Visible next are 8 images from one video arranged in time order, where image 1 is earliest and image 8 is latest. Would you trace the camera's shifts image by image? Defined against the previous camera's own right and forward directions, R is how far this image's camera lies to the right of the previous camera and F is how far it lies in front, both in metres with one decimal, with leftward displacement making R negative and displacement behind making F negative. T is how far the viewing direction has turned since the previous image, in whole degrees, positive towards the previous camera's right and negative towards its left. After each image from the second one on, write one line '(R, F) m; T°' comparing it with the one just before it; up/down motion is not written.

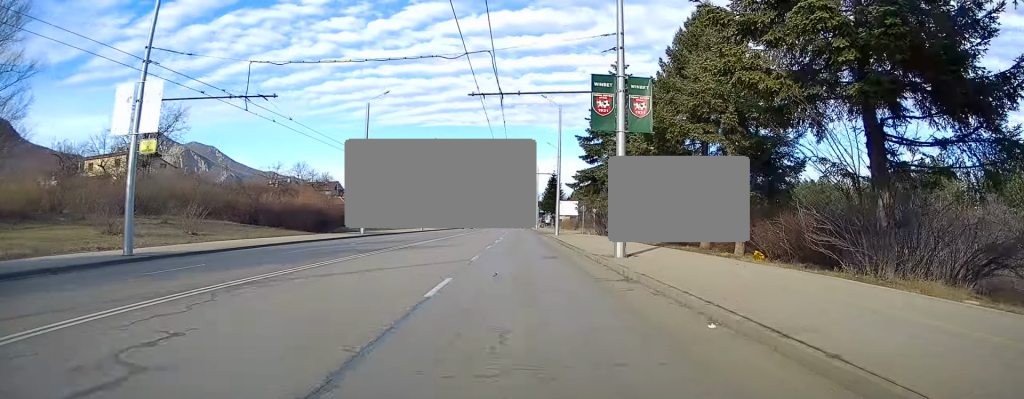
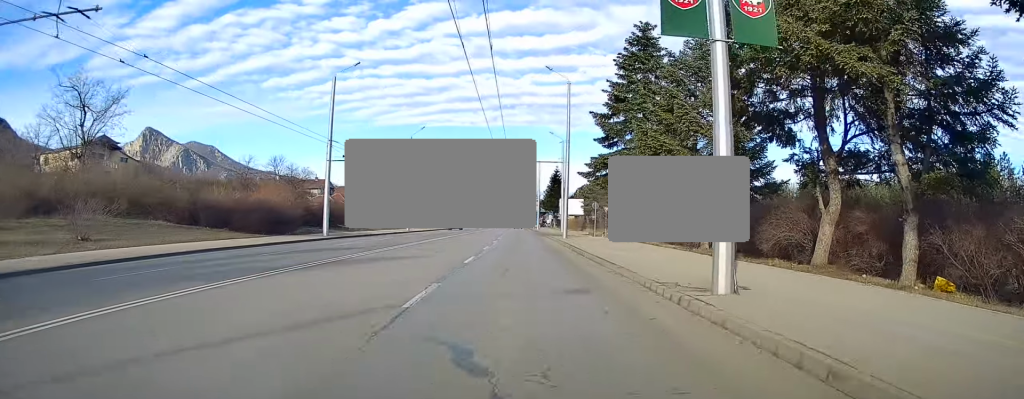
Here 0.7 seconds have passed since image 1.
(+0.2, +10.3) m; 0°
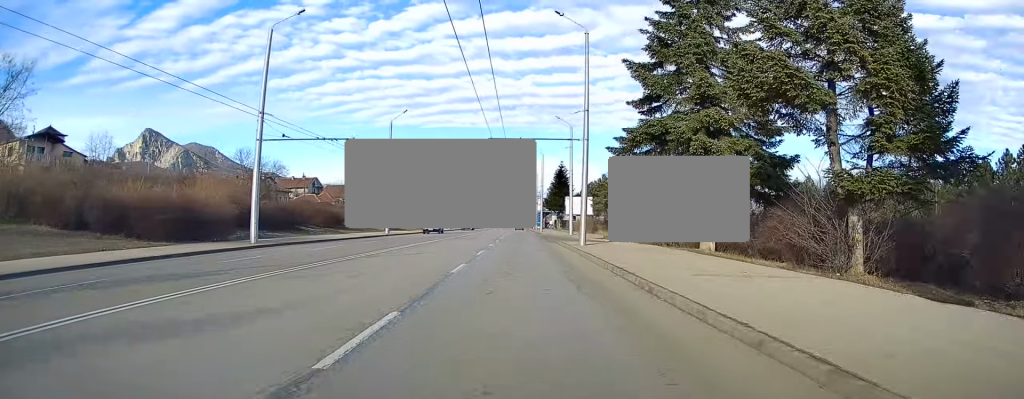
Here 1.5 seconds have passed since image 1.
(-0.2, +12.5) m; -1°
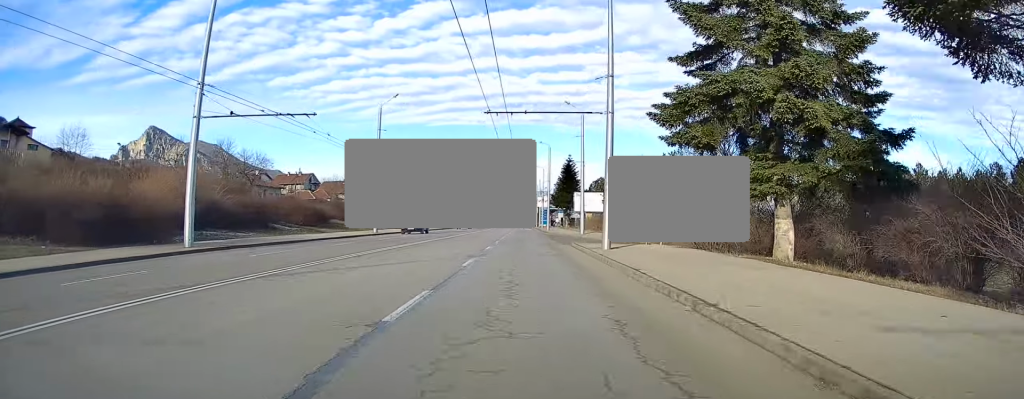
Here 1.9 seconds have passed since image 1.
(0.0, +6.9) m; 0°
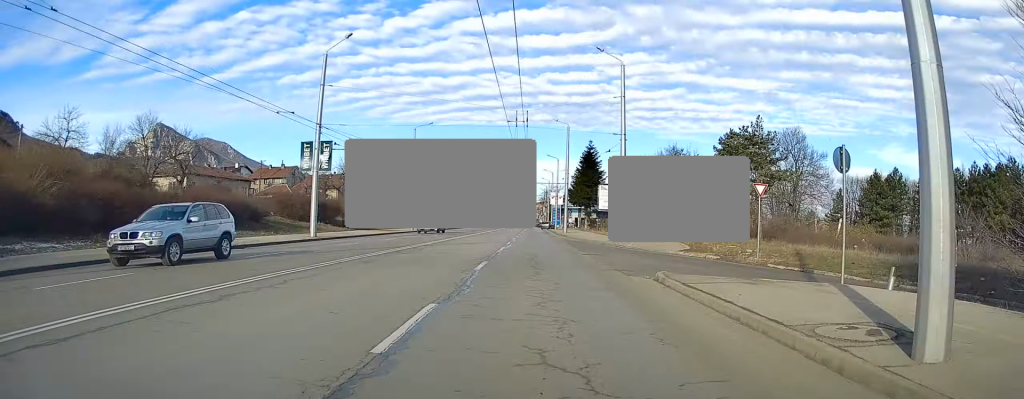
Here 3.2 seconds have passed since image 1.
(-0.2, +19.3) m; -2°
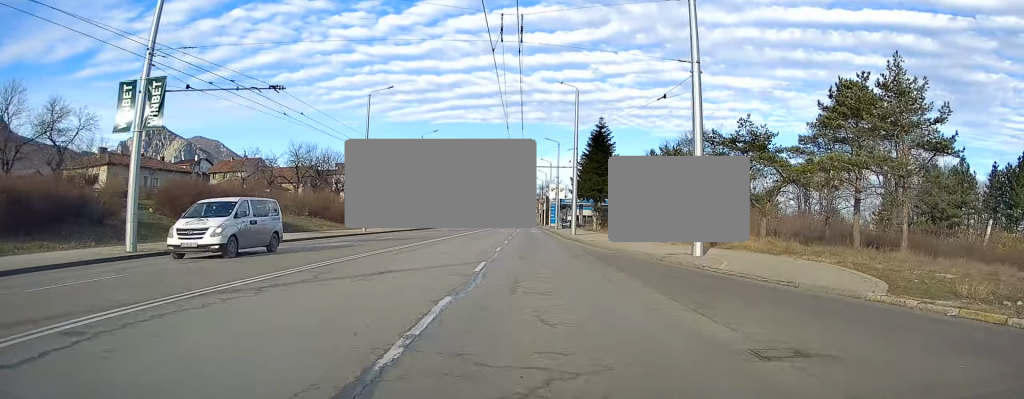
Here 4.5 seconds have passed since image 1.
(-0.1, +18.8) m; 0°
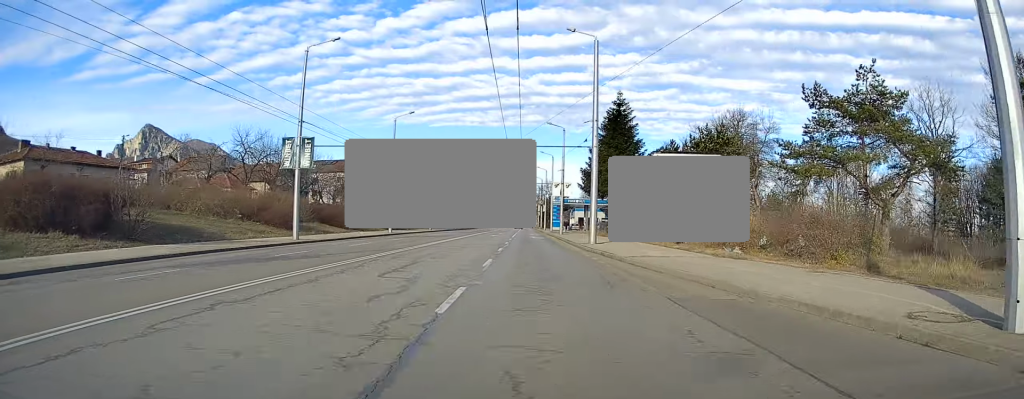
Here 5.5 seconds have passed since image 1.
(+0.2, +15.0) m; +1°
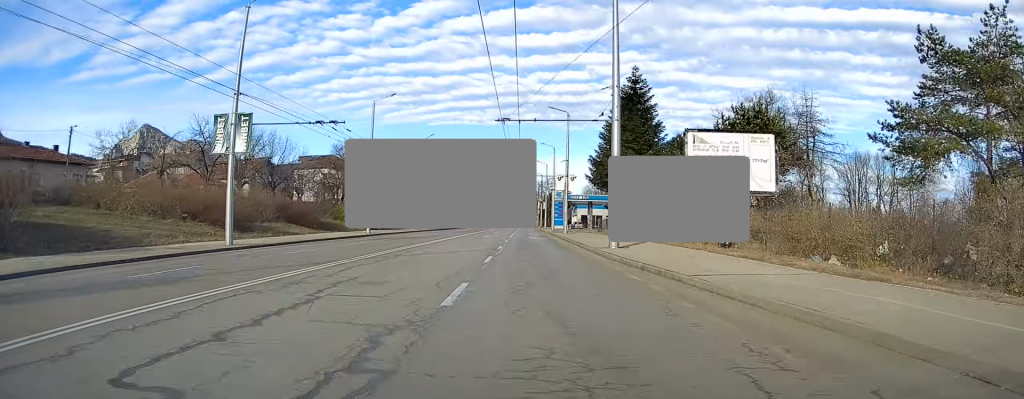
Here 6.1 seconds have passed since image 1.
(0.0, +8.2) m; 0°
